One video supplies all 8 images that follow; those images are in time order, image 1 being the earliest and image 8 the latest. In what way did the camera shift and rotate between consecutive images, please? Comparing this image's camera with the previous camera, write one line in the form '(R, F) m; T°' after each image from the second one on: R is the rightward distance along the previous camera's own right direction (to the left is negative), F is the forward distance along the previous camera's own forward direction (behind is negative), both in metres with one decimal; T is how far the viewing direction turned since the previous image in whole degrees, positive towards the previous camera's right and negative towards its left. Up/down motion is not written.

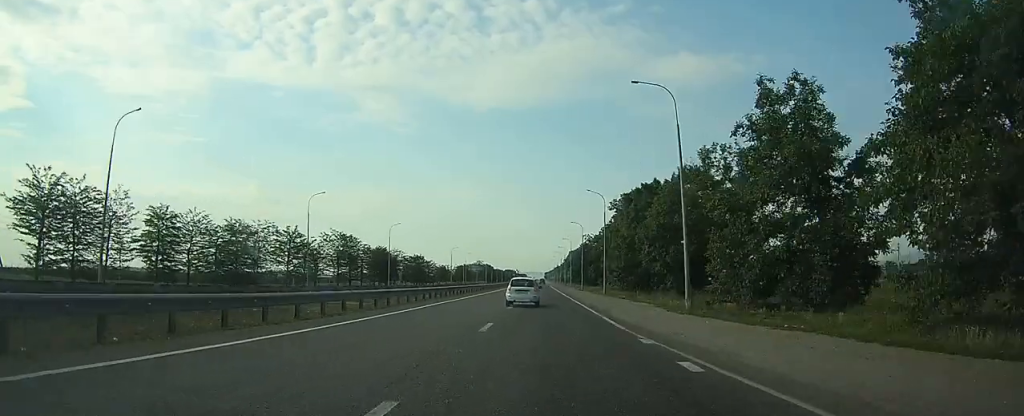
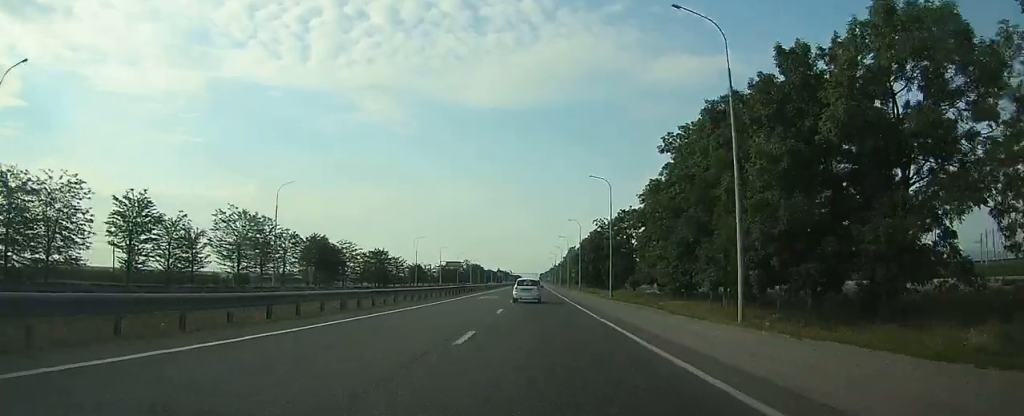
(-0.2, +39.5) m; 0°
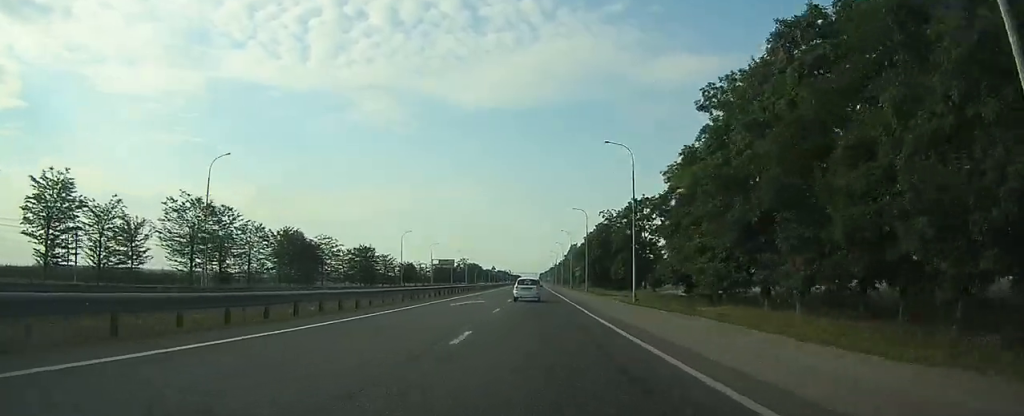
(0.0, +12.0) m; 0°
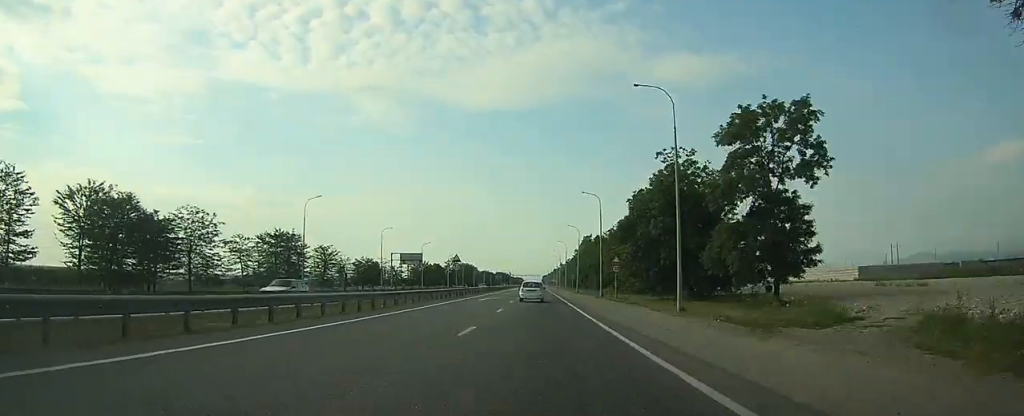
(+0.2, +45.9) m; 0°
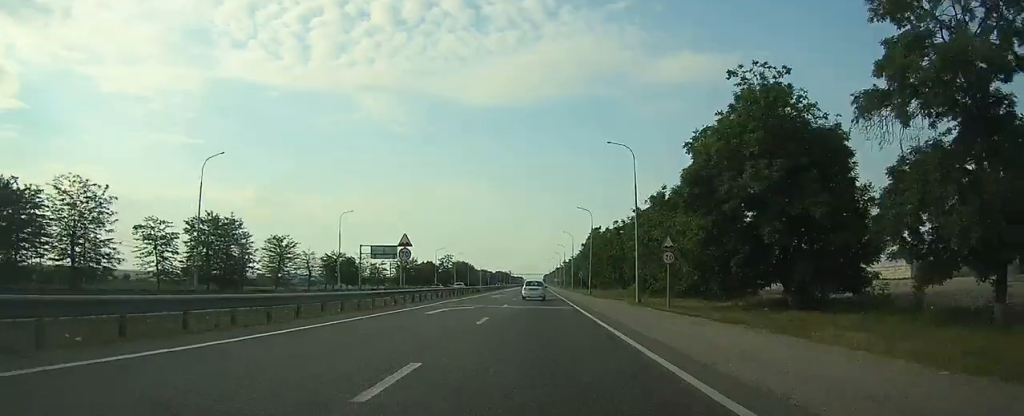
(+0.1, +20.3) m; 0°
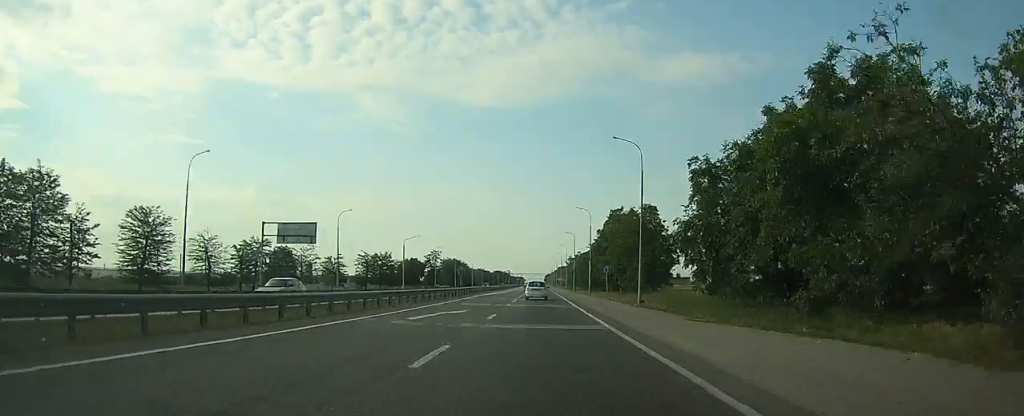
(-0.1, +33.8) m; 0°
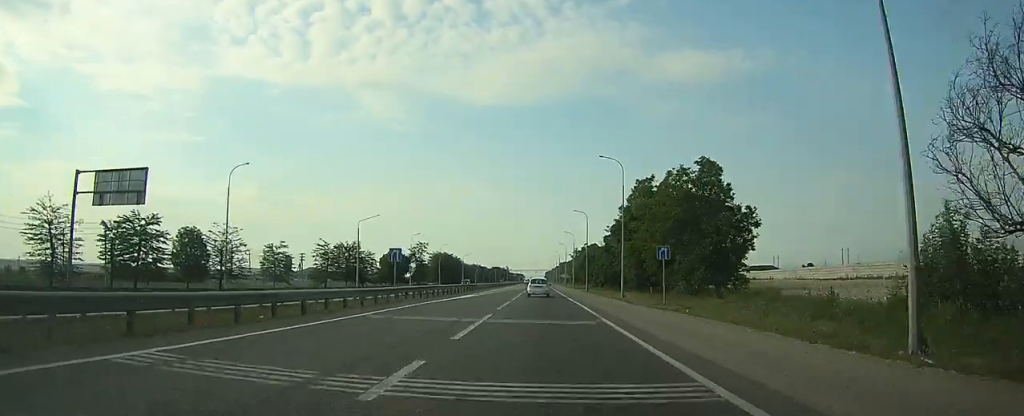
(0.0, +26.7) m; 0°
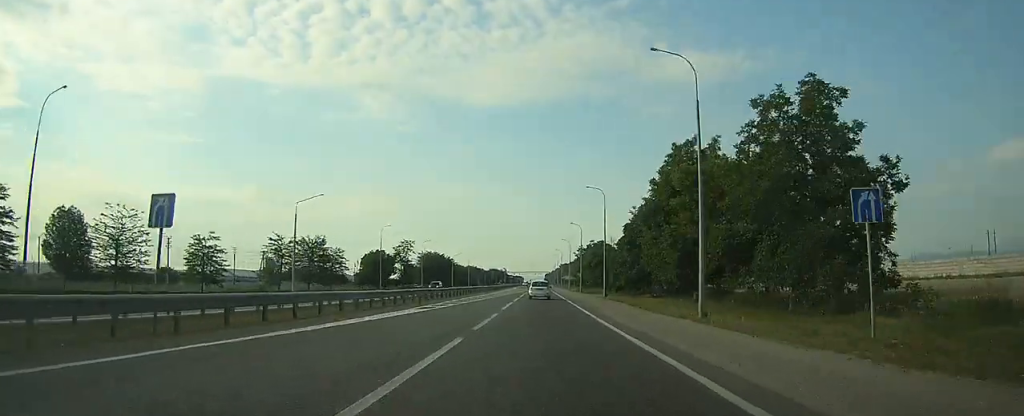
(0.0, +20.6) m; 0°
